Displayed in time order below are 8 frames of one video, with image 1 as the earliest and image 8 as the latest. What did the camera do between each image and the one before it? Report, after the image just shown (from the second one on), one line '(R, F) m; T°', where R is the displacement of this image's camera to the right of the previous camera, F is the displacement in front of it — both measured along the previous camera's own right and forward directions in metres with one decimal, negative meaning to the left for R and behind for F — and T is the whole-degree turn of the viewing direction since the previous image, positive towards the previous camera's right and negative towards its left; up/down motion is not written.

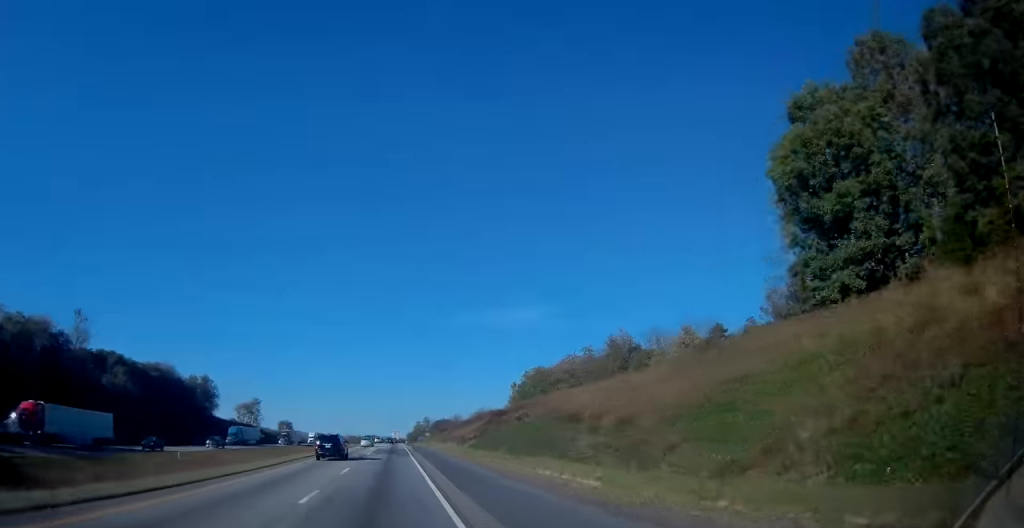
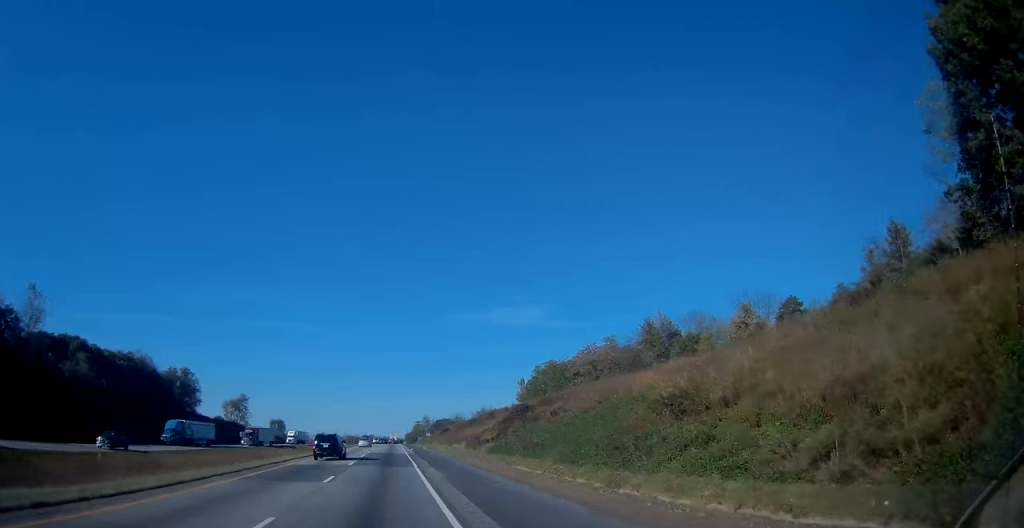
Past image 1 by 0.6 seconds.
(+0.1, +17.9) m; 0°
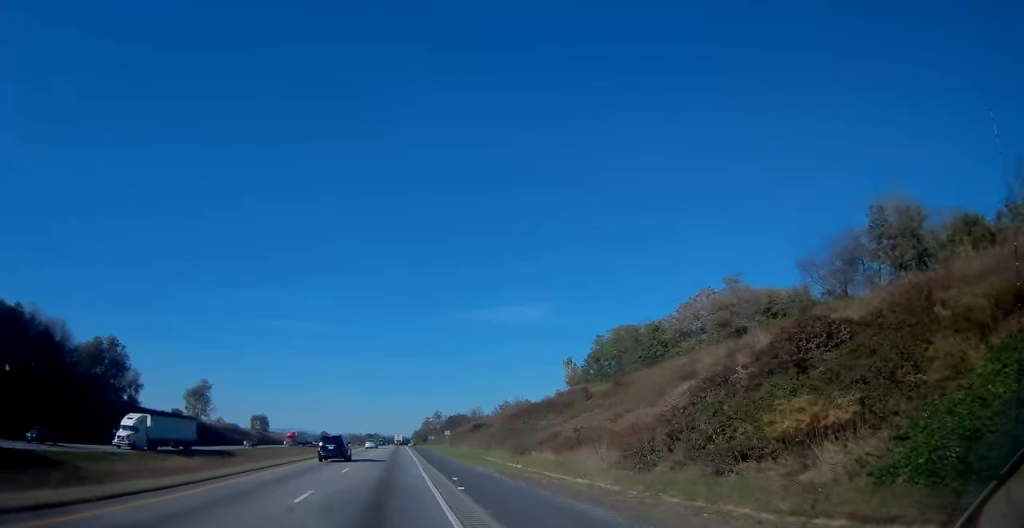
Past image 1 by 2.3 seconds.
(-0.4, +54.1) m; -1°
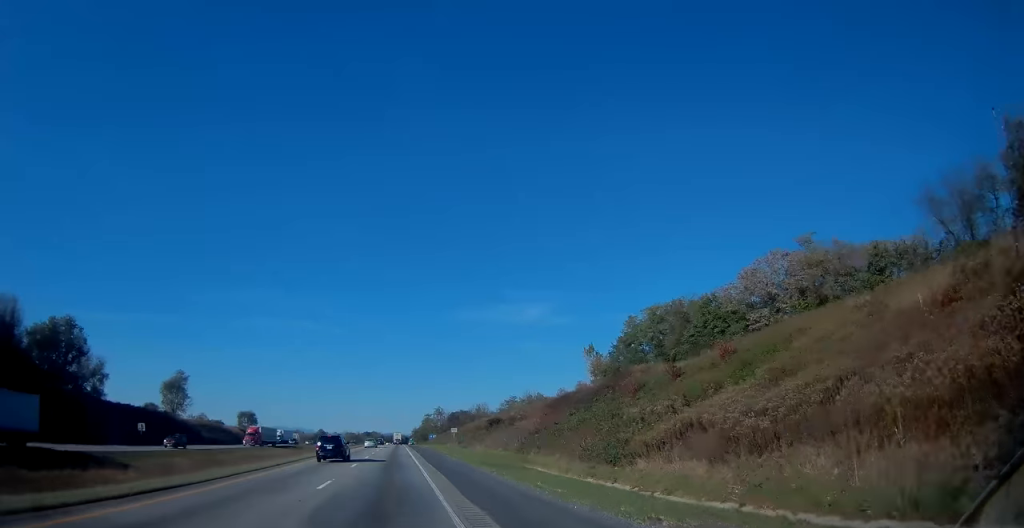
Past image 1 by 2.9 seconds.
(-0.1, +20.2) m; 0°
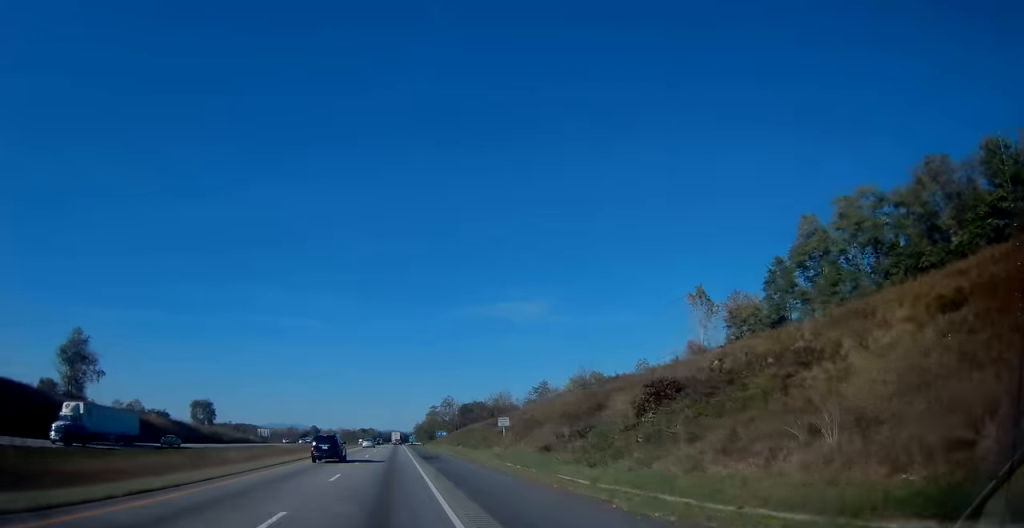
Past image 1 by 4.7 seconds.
(+0.5, +57.3) m; +1°
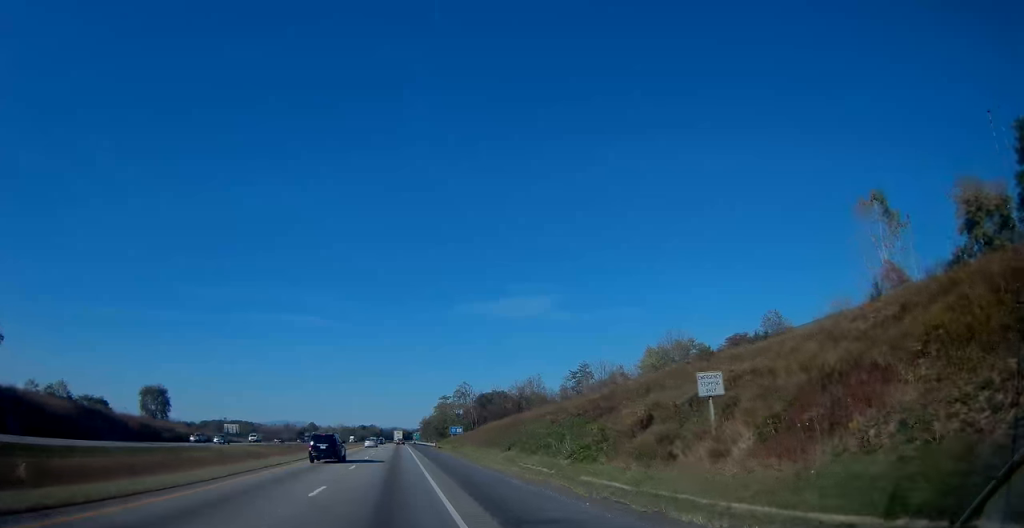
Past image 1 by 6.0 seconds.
(-0.2, +42.4) m; 0°
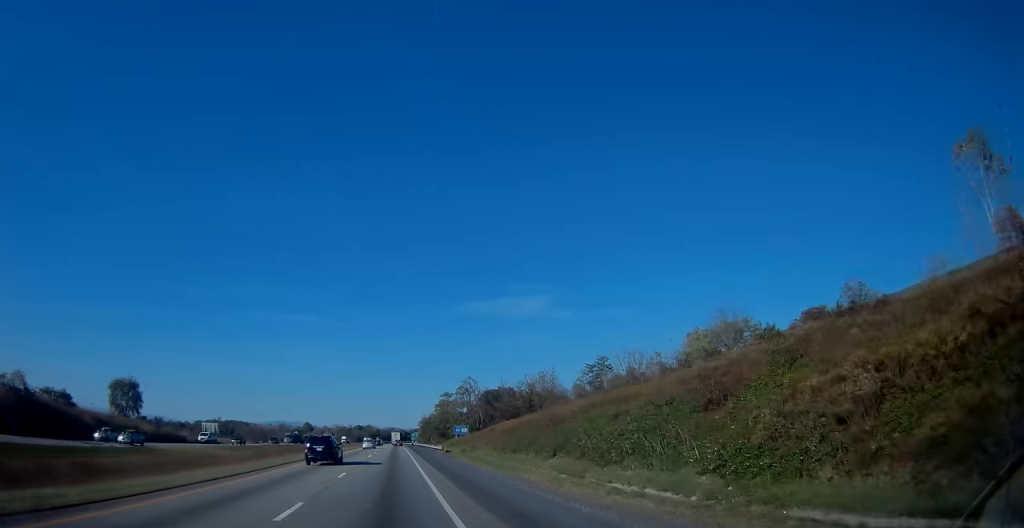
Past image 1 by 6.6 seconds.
(+0.1, +16.9) m; 0°
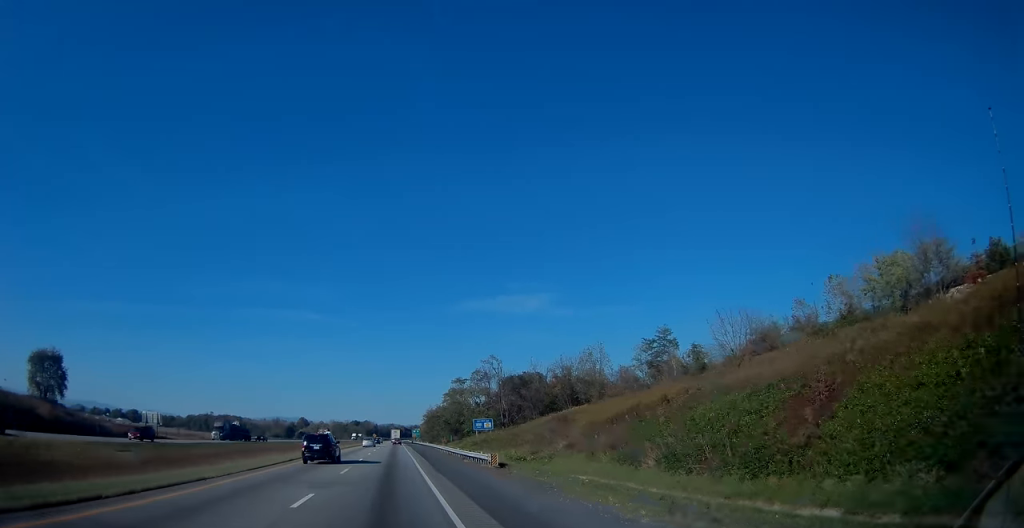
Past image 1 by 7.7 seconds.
(-0.3, +35.8) m; 0°
